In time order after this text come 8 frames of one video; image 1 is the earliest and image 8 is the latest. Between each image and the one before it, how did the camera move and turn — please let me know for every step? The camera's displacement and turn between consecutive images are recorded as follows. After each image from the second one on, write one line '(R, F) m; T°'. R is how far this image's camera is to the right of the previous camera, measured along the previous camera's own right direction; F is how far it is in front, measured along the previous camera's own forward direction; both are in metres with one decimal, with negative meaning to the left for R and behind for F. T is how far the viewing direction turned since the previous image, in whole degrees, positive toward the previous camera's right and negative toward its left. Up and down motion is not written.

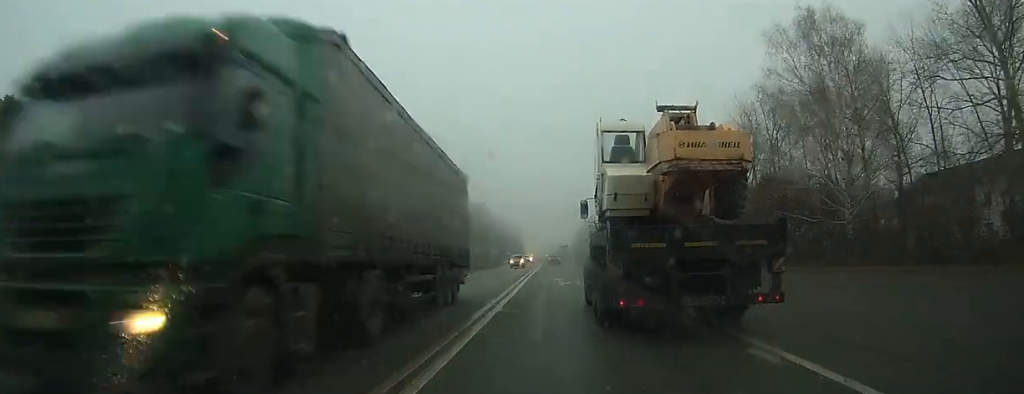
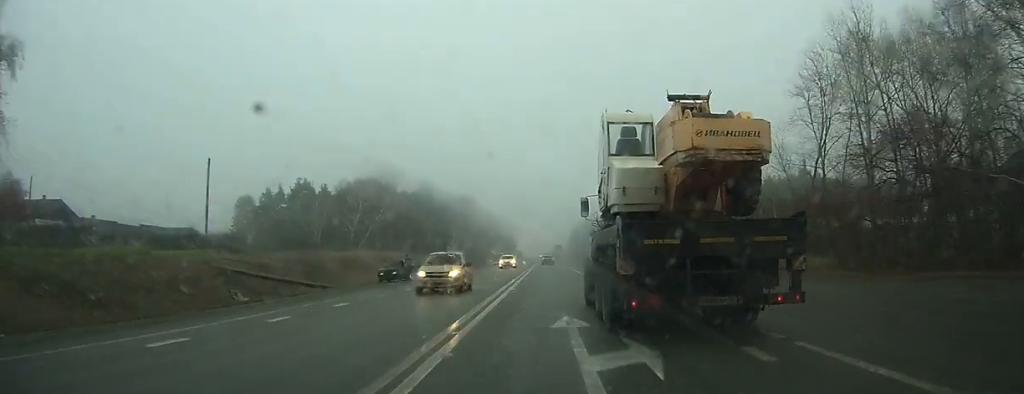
(0.0, +20.6) m; 0°
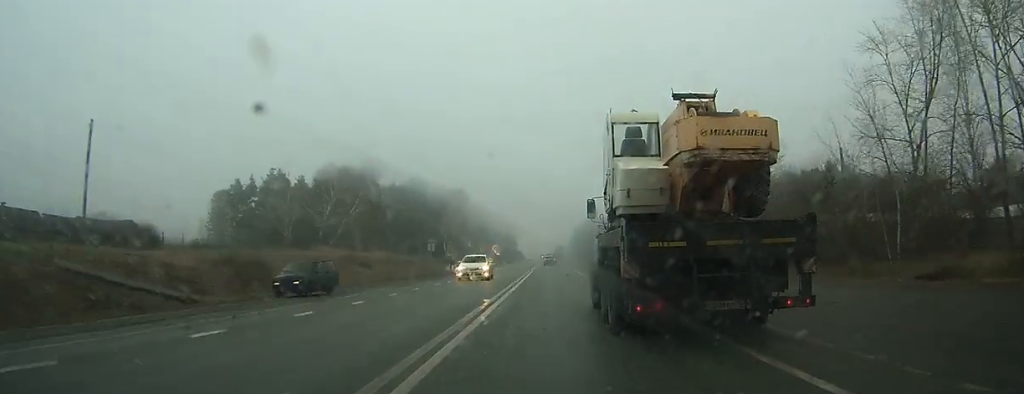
(0.0, +15.0) m; 0°
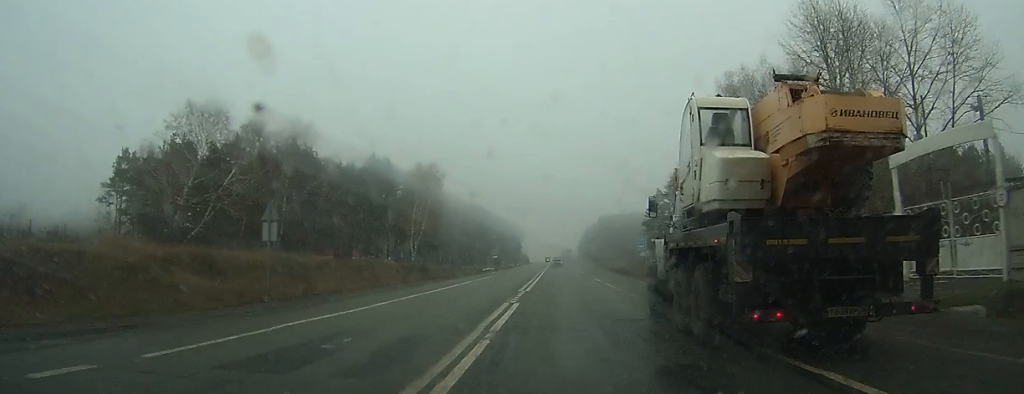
(0.0, +37.5) m; 0°
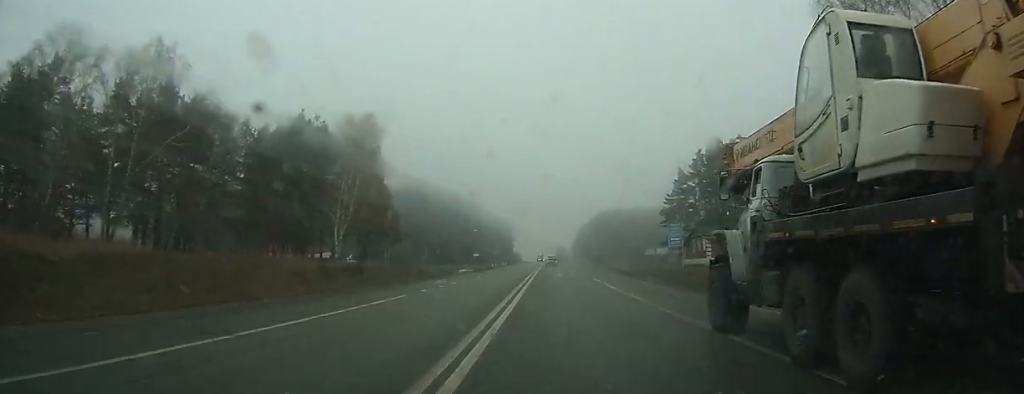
(-0.2, +29.8) m; 0°
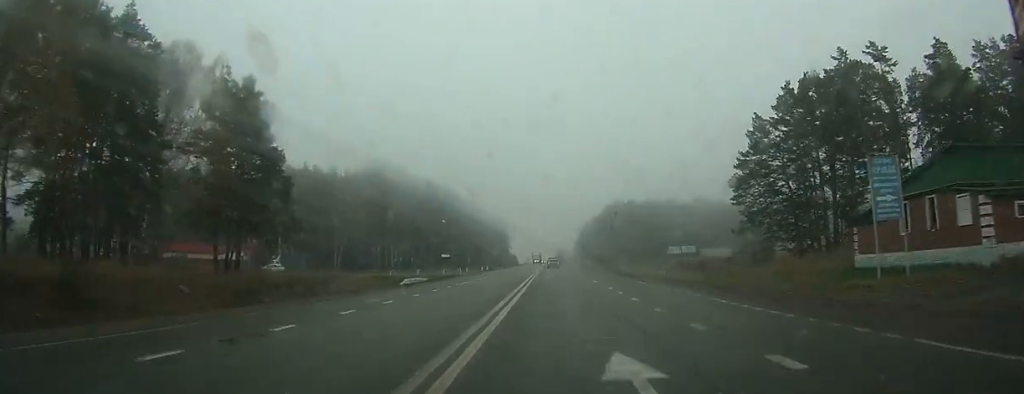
(+0.2, +40.7) m; 0°
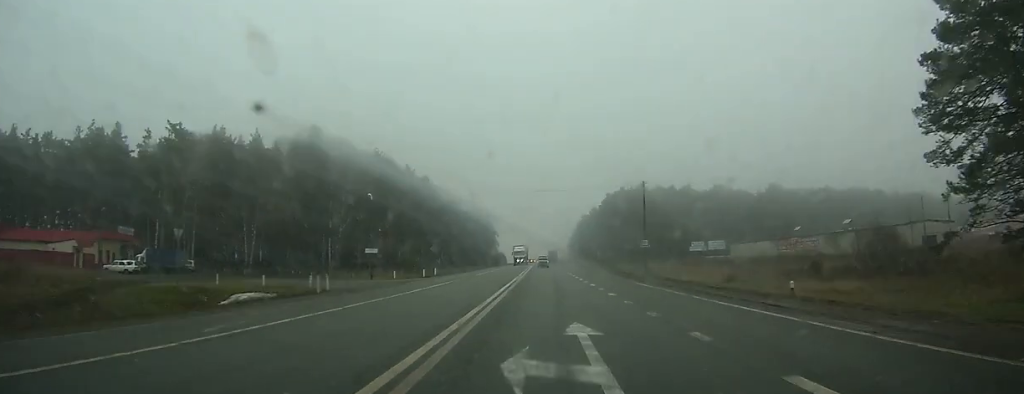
(0.0, +36.4) m; 0°
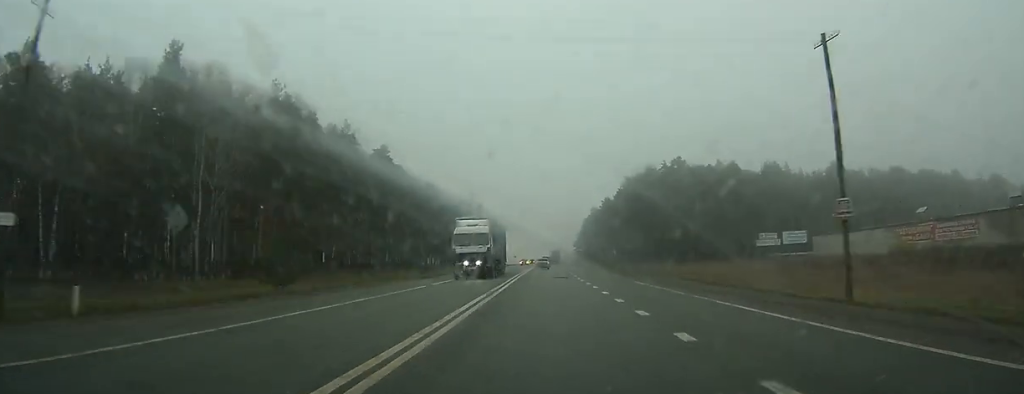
(+0.1, +43.0) m; 0°
